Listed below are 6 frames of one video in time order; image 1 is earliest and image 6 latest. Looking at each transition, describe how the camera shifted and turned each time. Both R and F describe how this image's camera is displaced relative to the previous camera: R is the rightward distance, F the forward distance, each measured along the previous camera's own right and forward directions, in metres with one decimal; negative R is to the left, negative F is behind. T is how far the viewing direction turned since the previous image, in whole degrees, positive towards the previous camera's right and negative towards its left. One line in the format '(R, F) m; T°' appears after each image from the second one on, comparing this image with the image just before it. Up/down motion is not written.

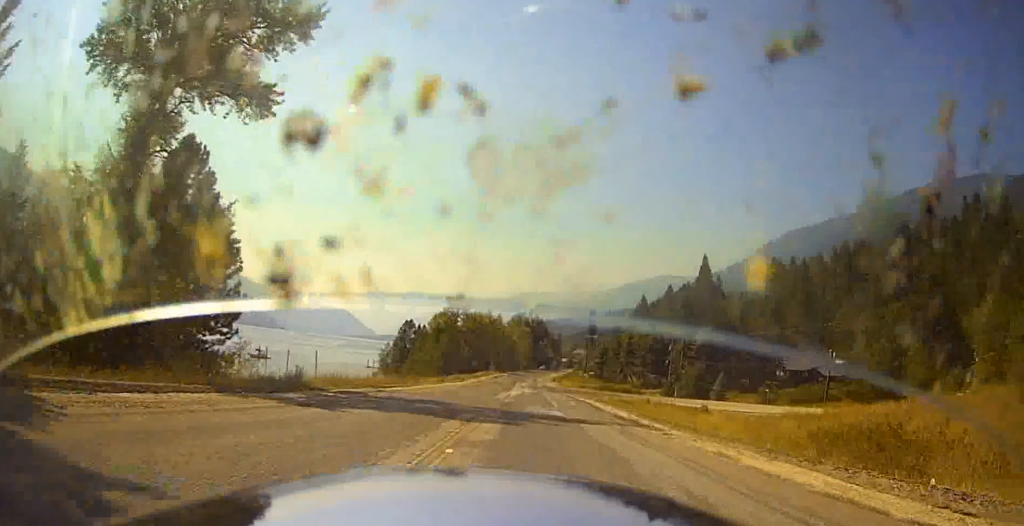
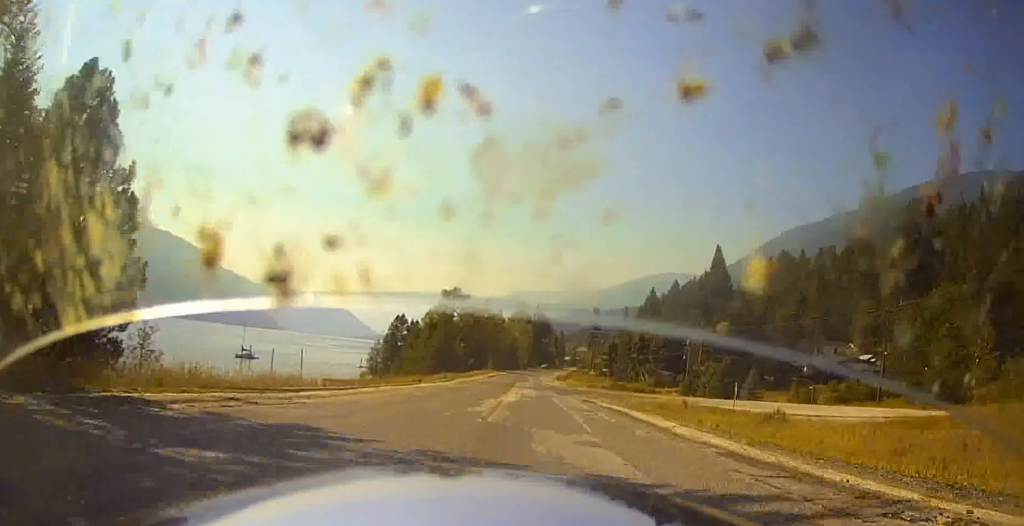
(+0.1, +13.9) m; 0°
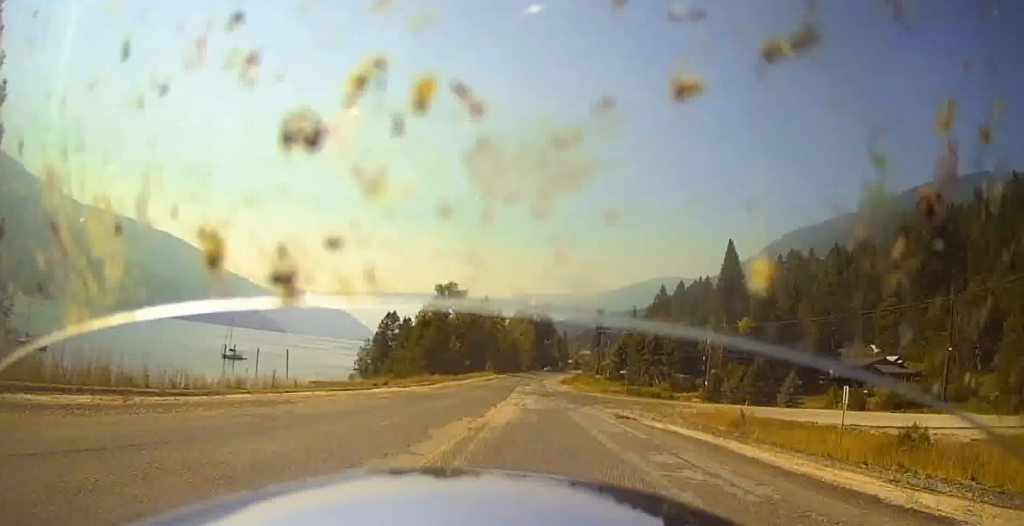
(0.0, +12.4) m; +1°
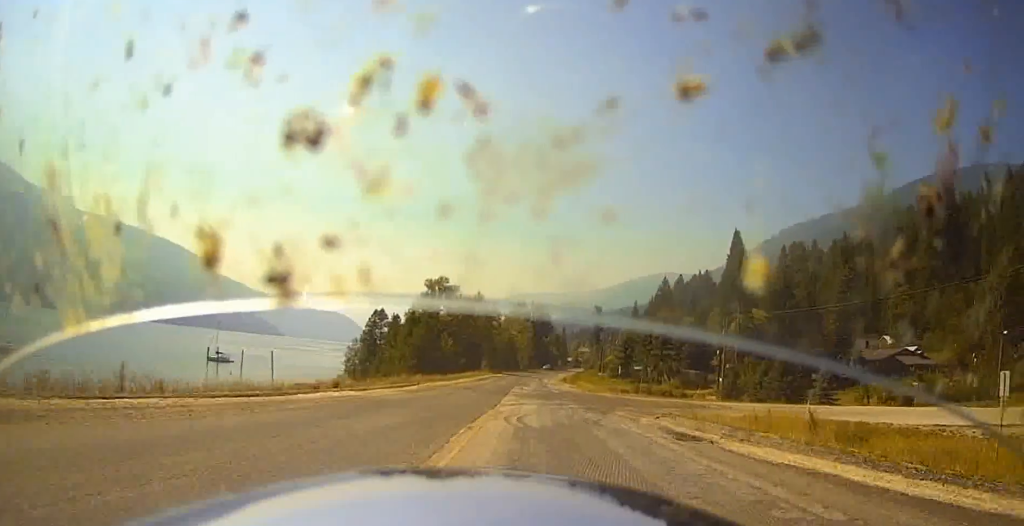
(-0.1, +9.0) m; +2°
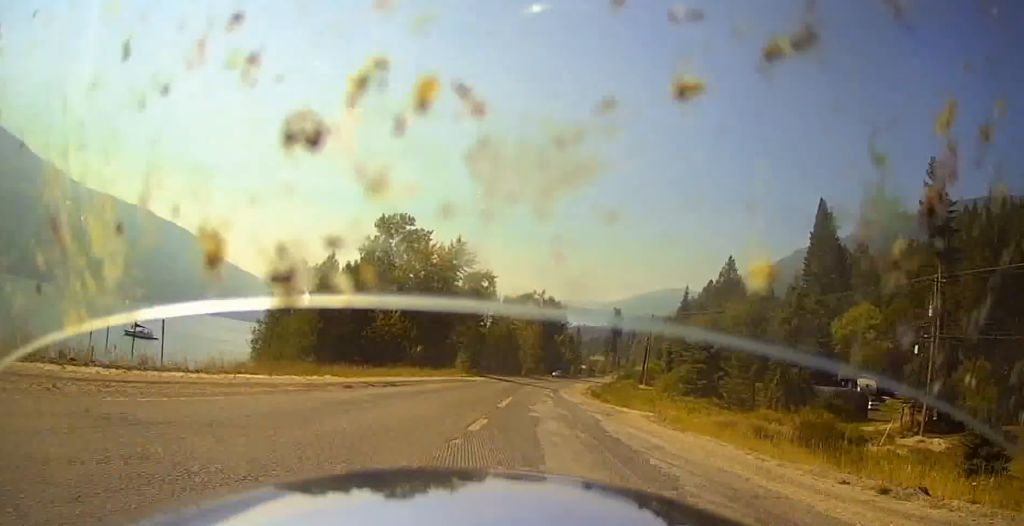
(+0.8, +51.9) m; 0°
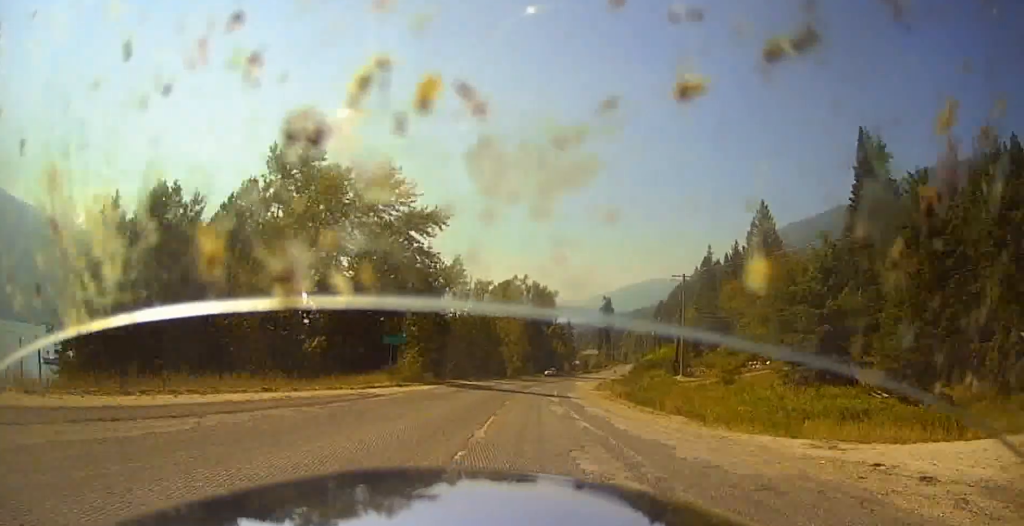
(0.0, +31.6) m; +2°
